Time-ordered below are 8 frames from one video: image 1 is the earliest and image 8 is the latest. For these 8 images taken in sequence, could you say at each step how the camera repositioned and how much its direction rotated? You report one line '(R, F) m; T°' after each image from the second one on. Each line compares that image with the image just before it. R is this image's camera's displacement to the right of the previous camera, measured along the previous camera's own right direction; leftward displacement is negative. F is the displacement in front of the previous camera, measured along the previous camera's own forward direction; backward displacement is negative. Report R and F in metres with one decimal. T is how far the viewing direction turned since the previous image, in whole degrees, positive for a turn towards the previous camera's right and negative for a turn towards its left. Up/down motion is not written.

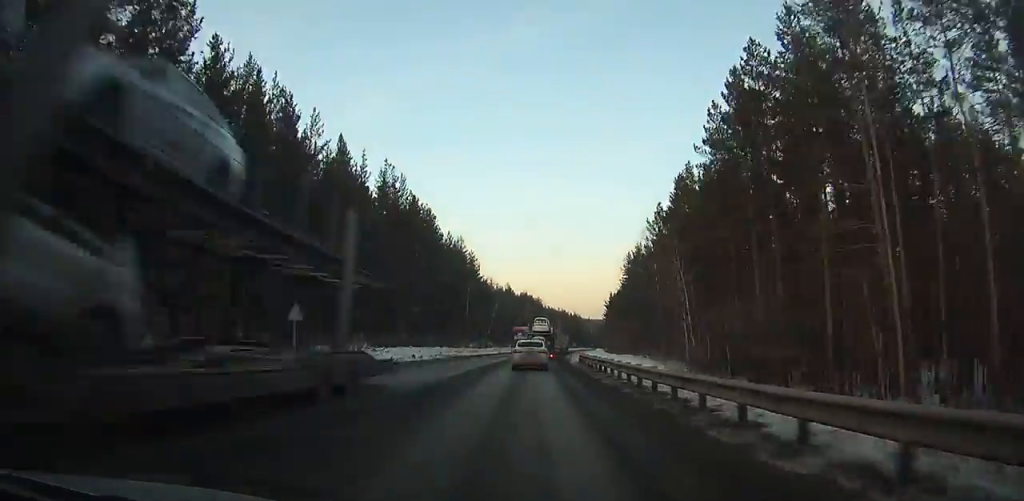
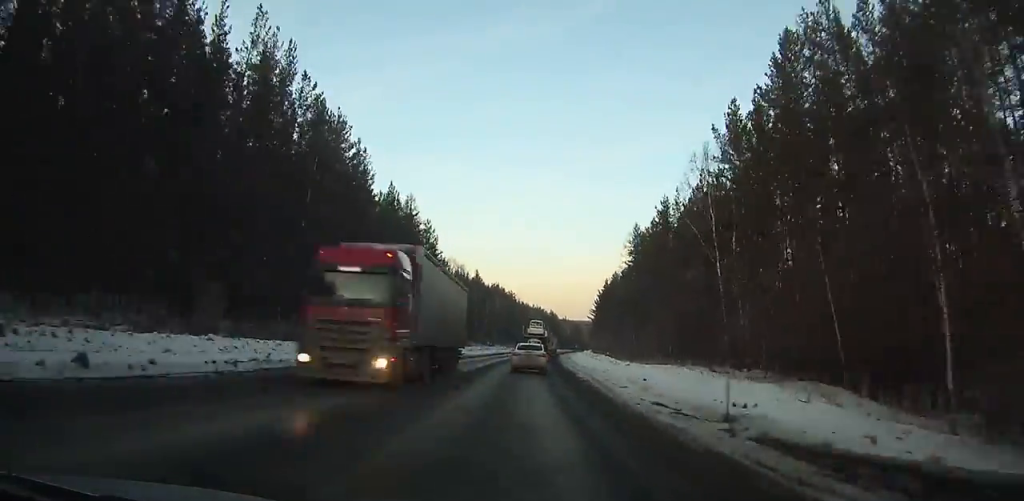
(+0.4, +36.6) m; +2°
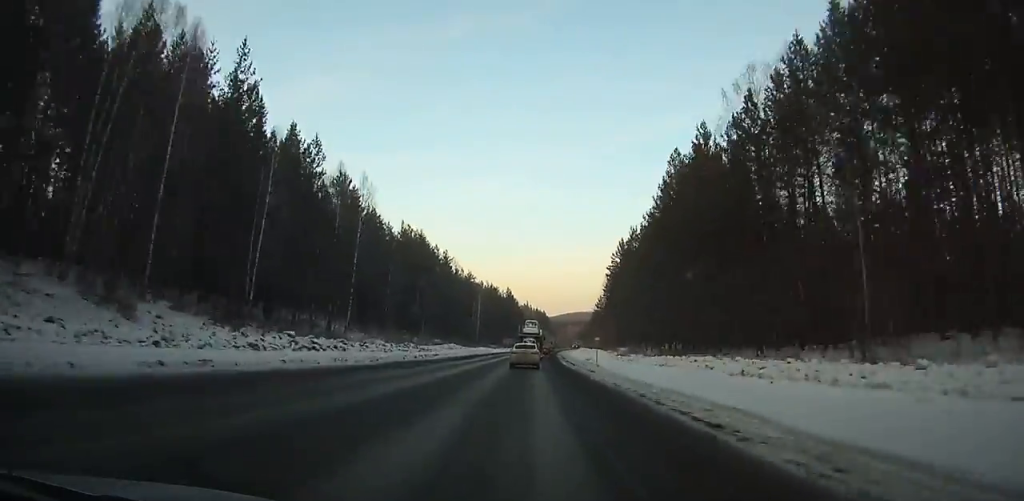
(+5.6, +117.9) m; +5°
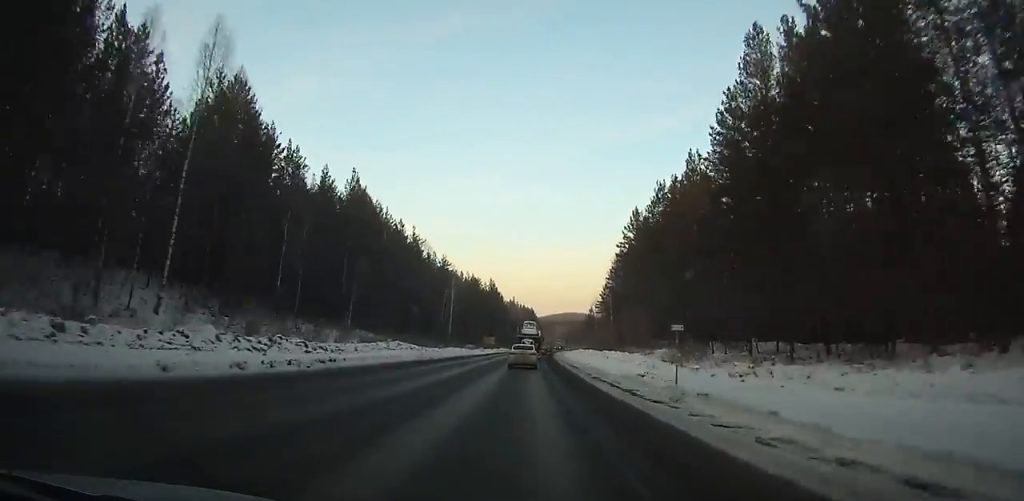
(+0.6, +31.3) m; +1°
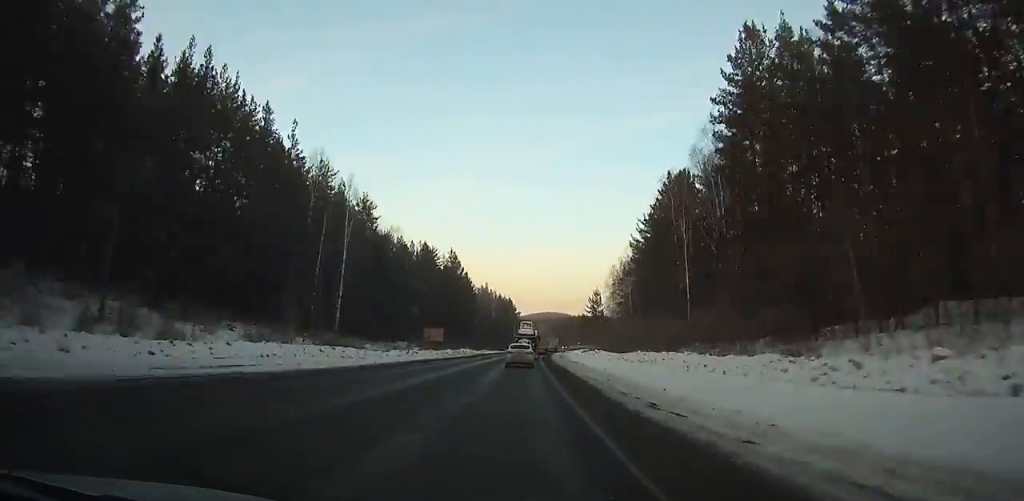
(+0.9, +61.3) m; +2°
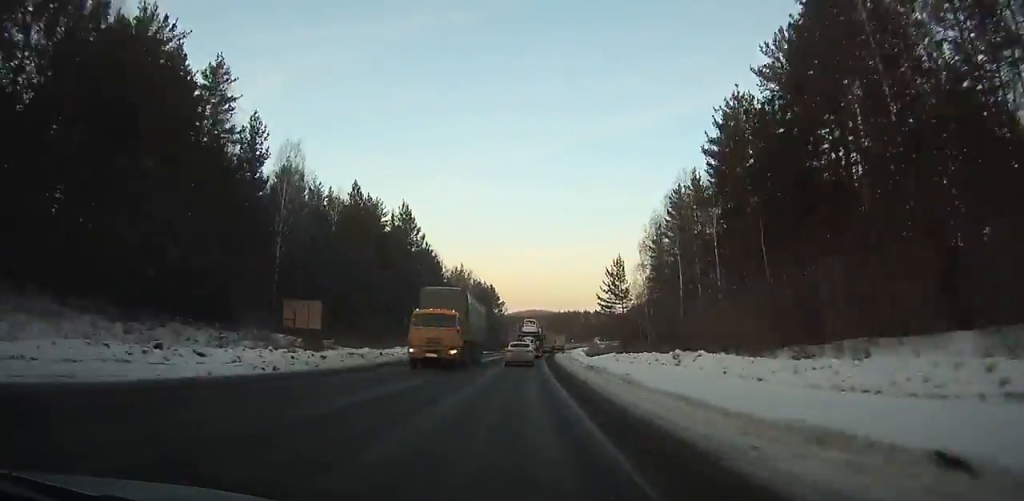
(+0.4, +45.1) m; +2°
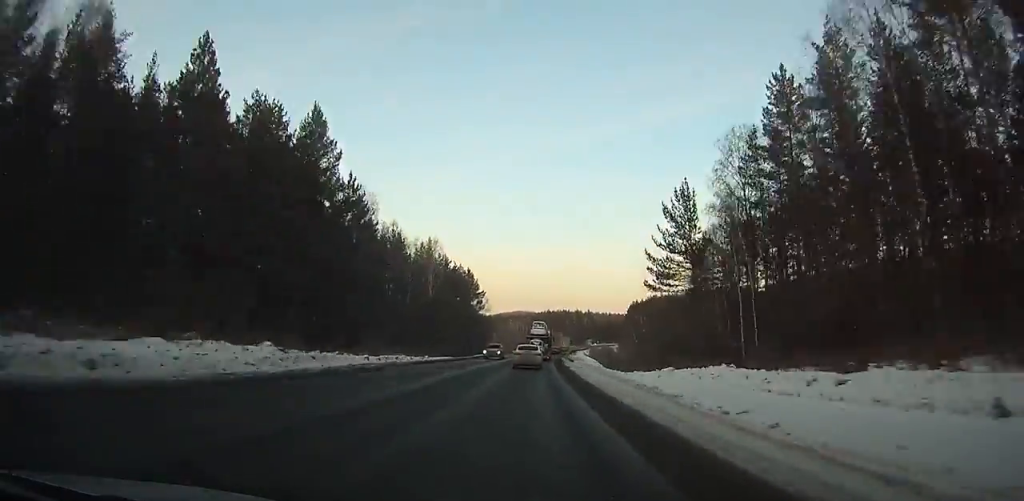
(+0.7, +41.5) m; +2°
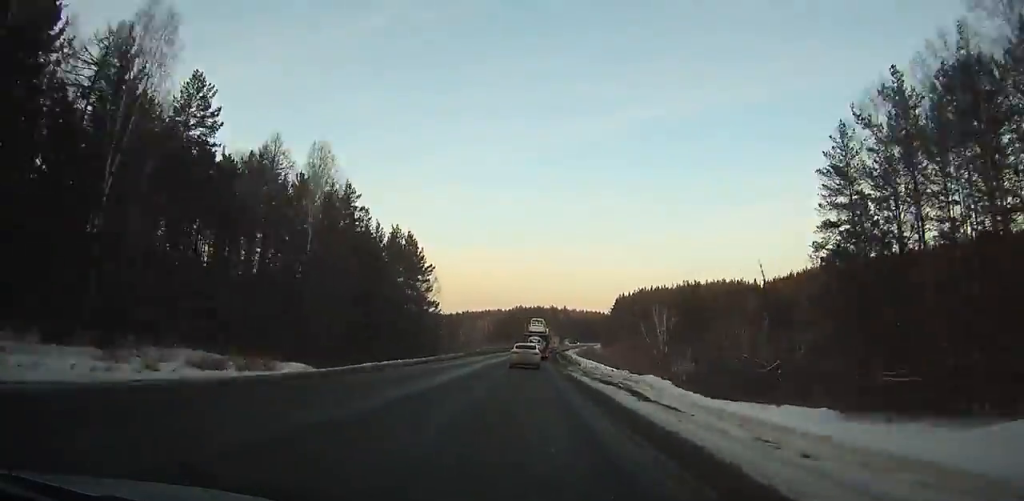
(+1.1, +46.3) m; +2°
